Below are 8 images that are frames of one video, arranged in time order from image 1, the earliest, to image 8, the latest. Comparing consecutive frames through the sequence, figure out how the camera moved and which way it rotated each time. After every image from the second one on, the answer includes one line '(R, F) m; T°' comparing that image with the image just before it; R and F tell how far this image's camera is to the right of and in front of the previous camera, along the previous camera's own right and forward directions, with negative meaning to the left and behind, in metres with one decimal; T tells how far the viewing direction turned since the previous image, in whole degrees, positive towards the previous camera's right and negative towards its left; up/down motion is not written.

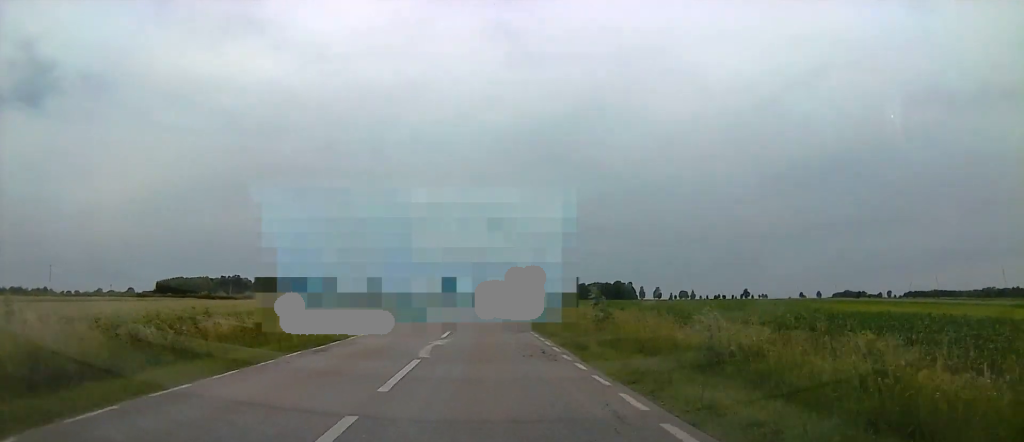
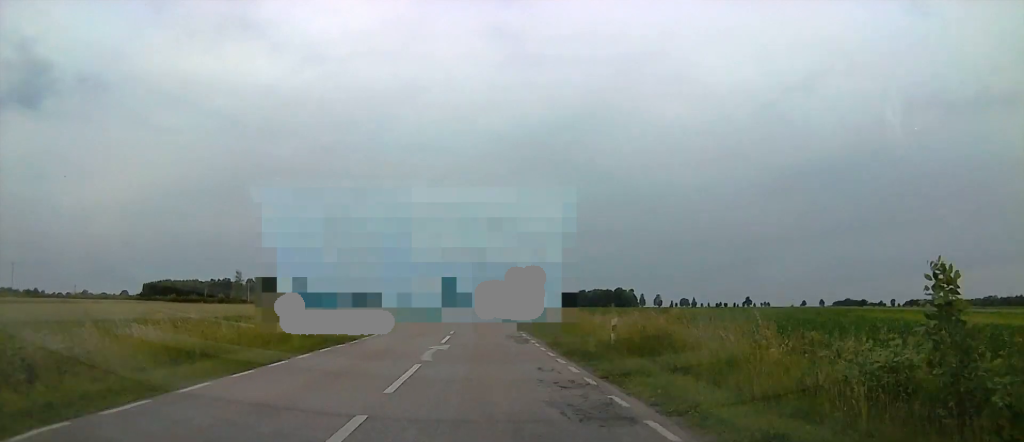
(0.0, +17.2) m; 0°
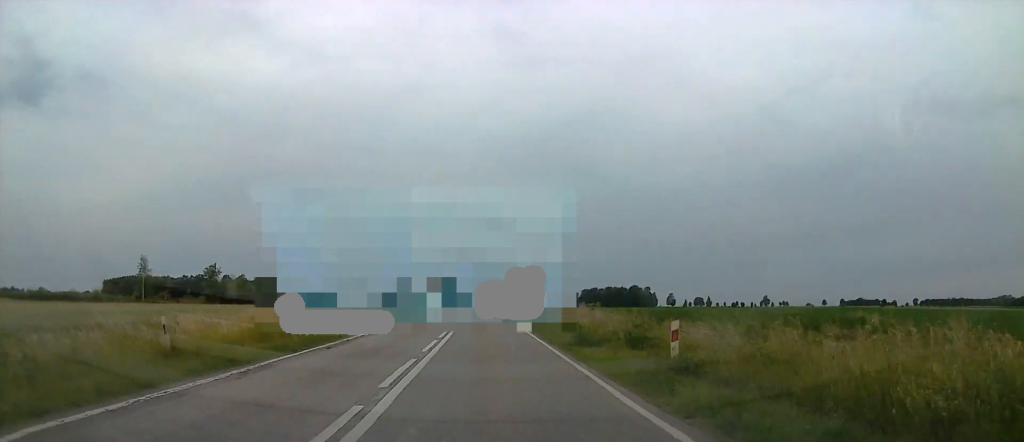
(0.0, +56.4) m; 0°
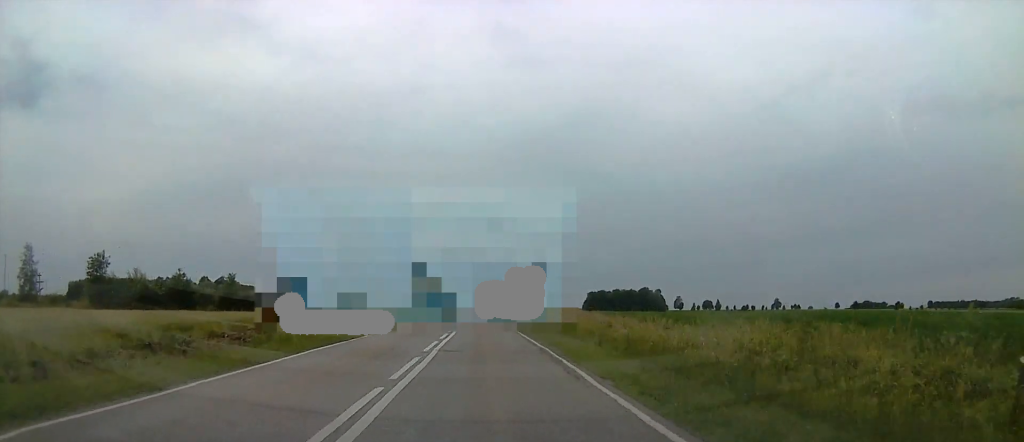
(0.0, +39.3) m; 0°
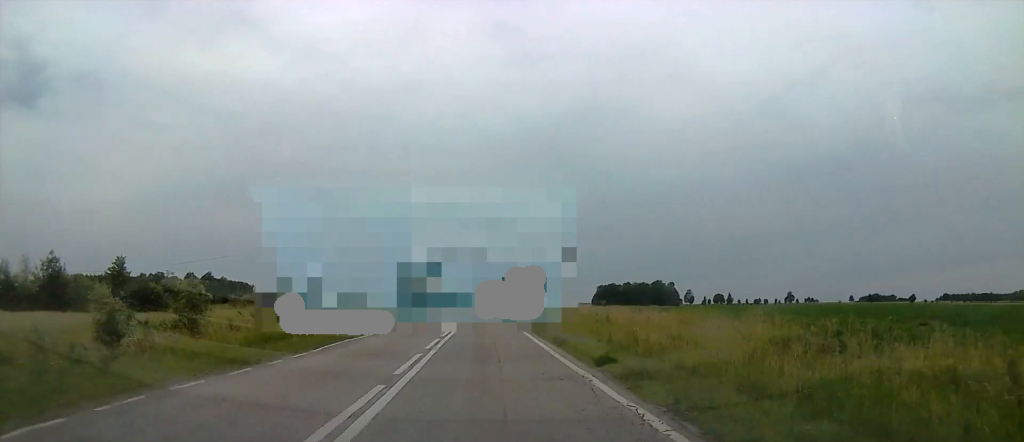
(0.0, +29.4) m; 0°
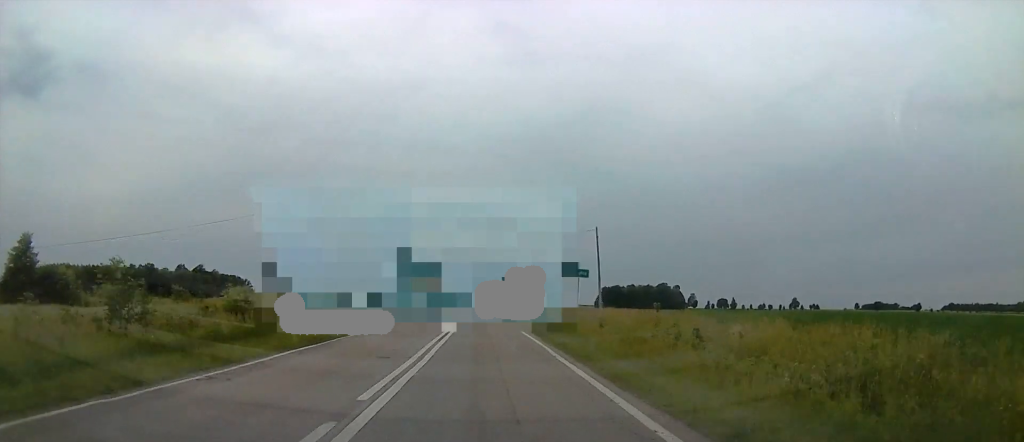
(0.0, +14.7) m; -1°
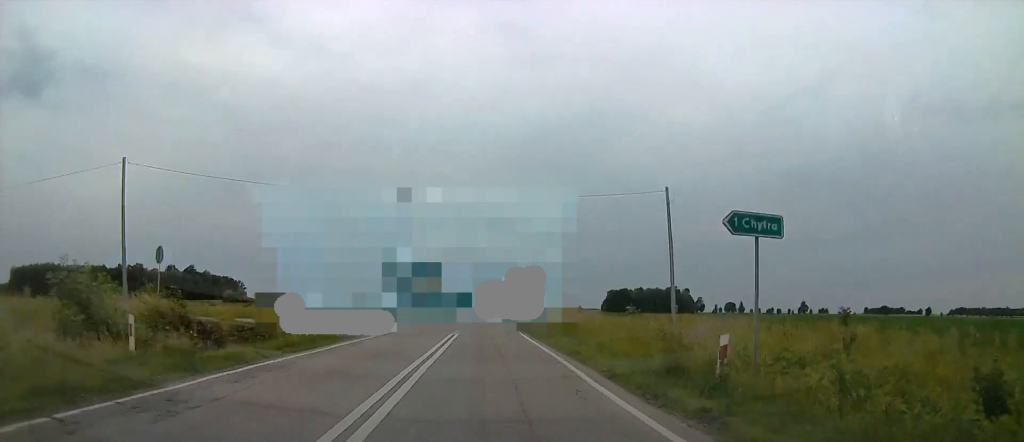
(+0.3, +18.0) m; -3°
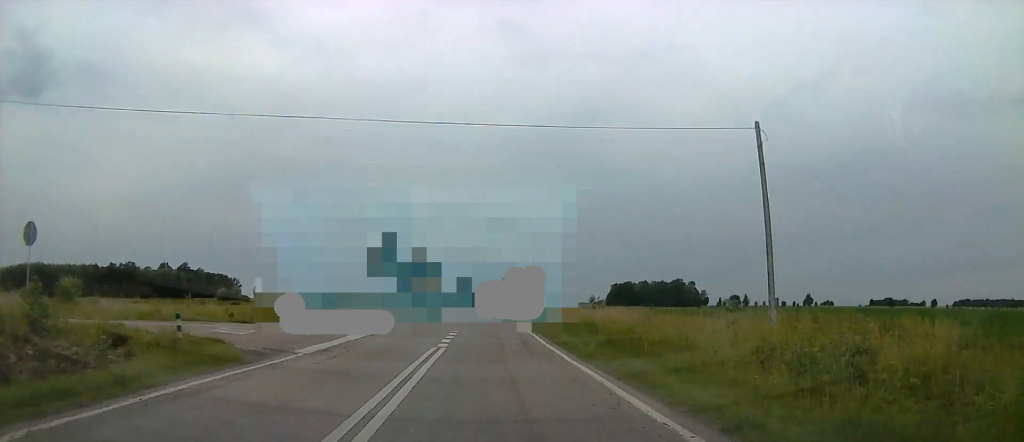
(-0.7, +11.4) m; 0°
